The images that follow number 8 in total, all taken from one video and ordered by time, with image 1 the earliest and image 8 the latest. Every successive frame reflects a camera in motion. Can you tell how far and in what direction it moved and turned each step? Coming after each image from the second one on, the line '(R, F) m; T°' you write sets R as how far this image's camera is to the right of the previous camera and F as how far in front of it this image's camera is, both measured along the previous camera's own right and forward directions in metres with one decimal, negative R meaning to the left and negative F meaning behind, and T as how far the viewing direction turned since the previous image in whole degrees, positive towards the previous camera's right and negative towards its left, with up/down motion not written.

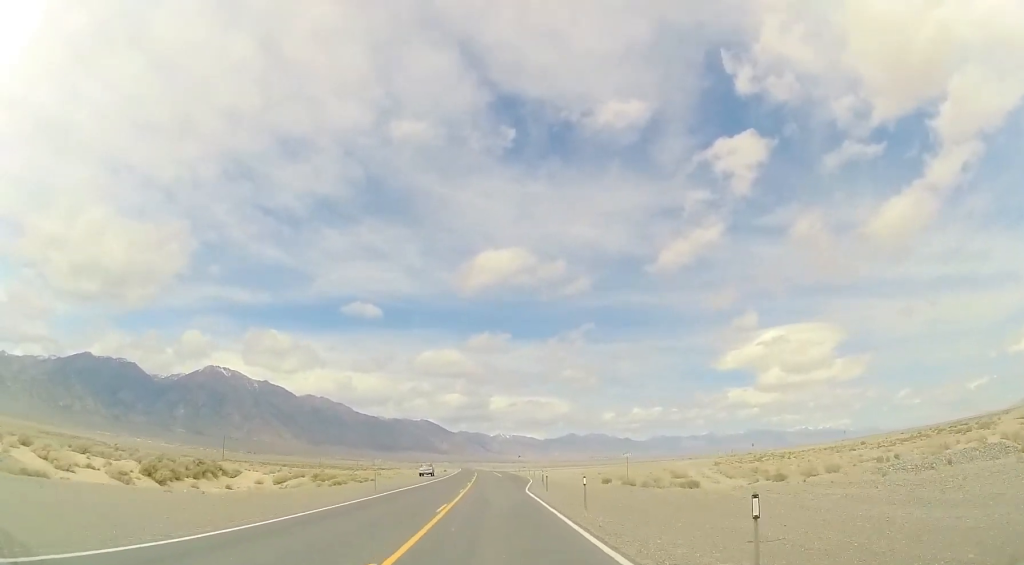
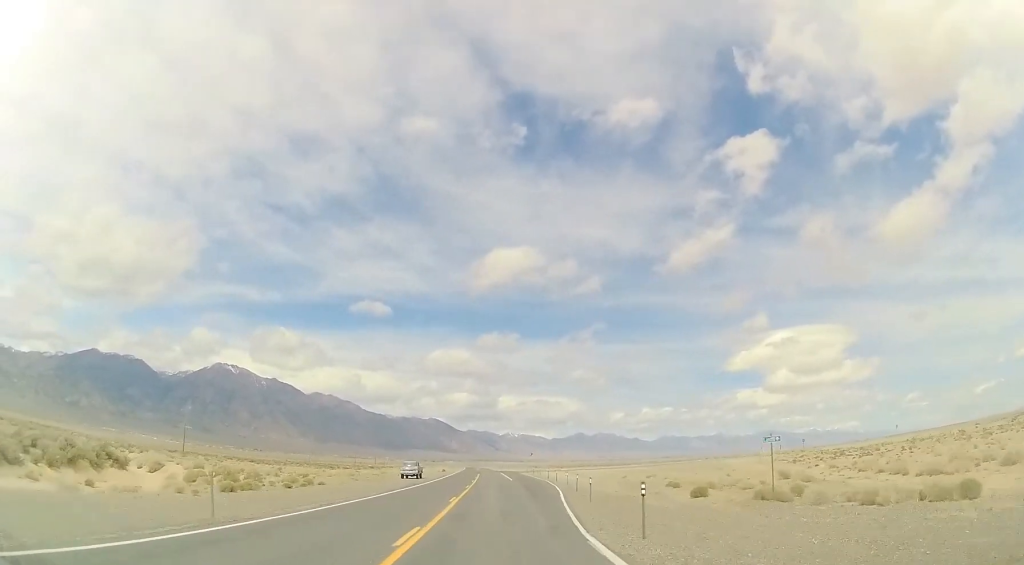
(-0.1, +21.9) m; 0°
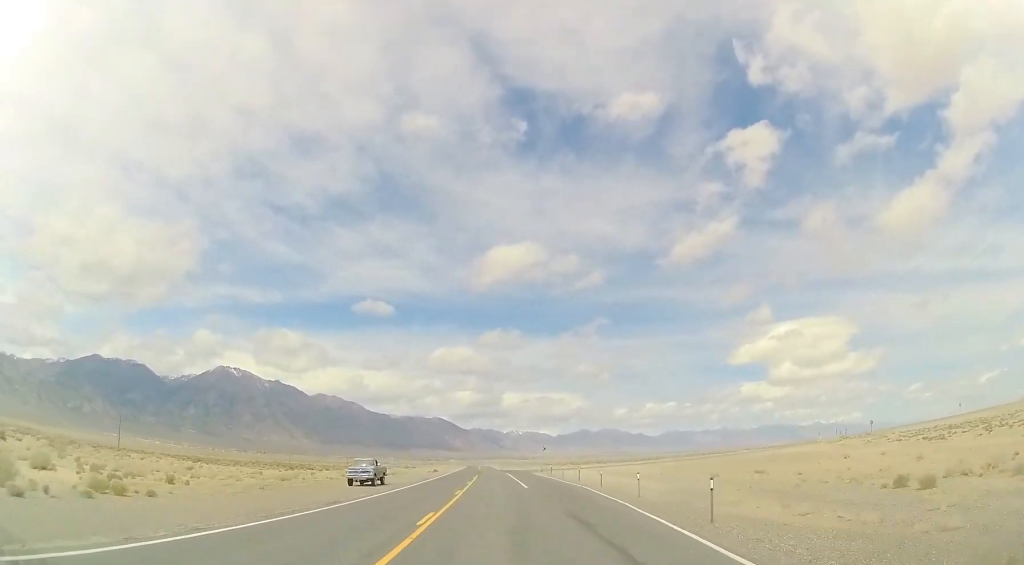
(0.0, +24.0) m; -1°
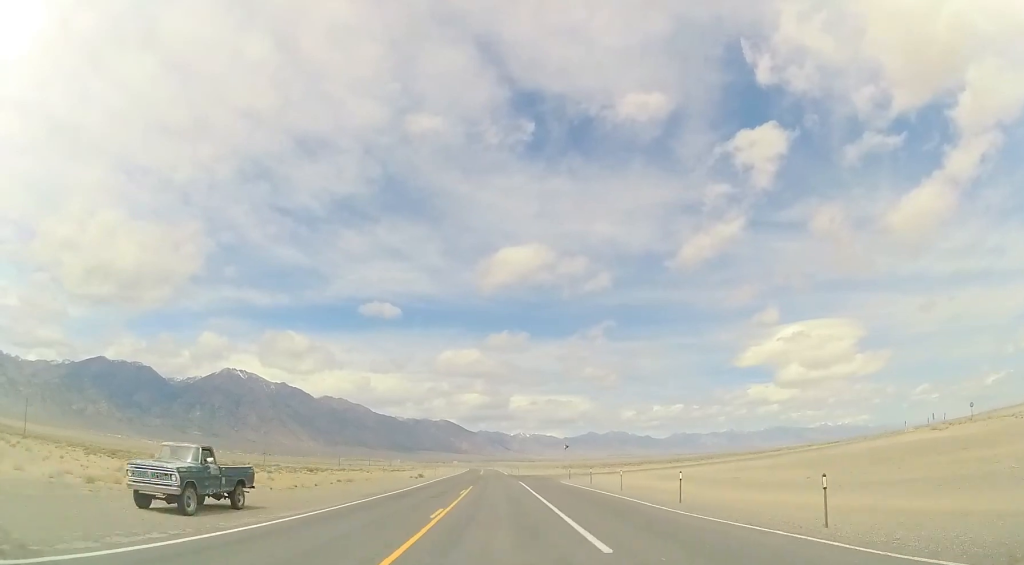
(-0.2, +25.2) m; -1°
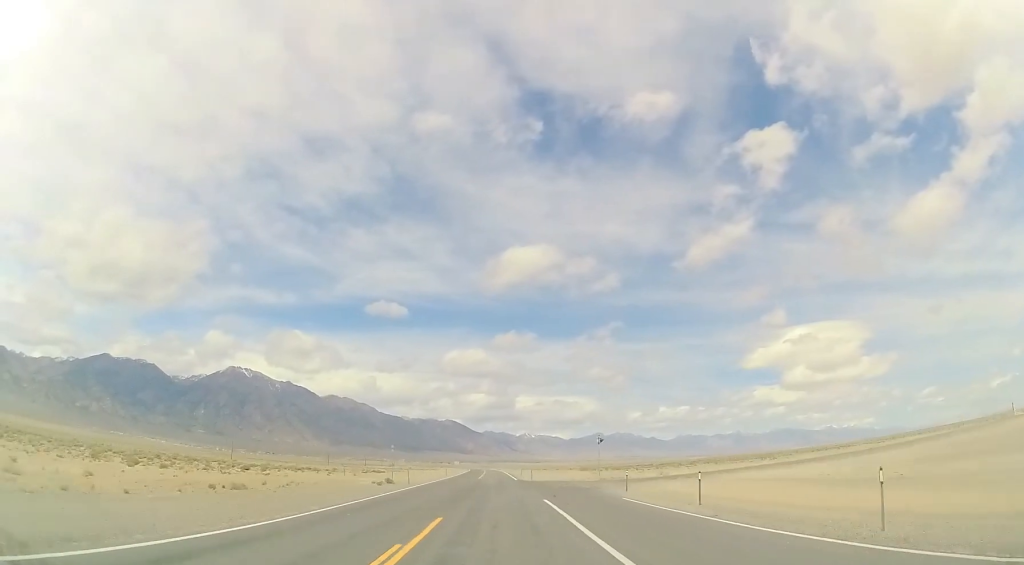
(-0.2, +23.0) m; -1°
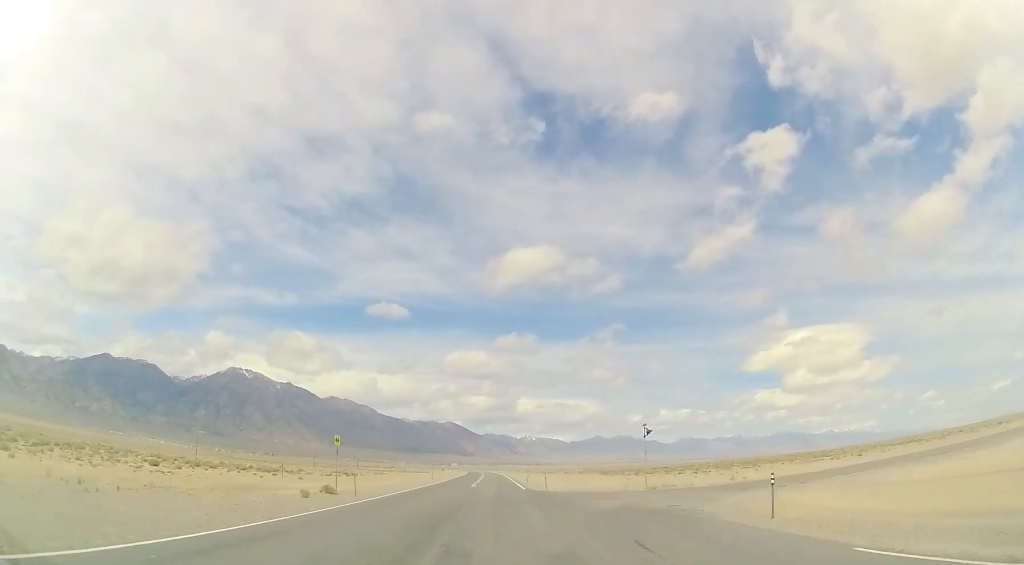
(-0.3, +17.4) m; 0°
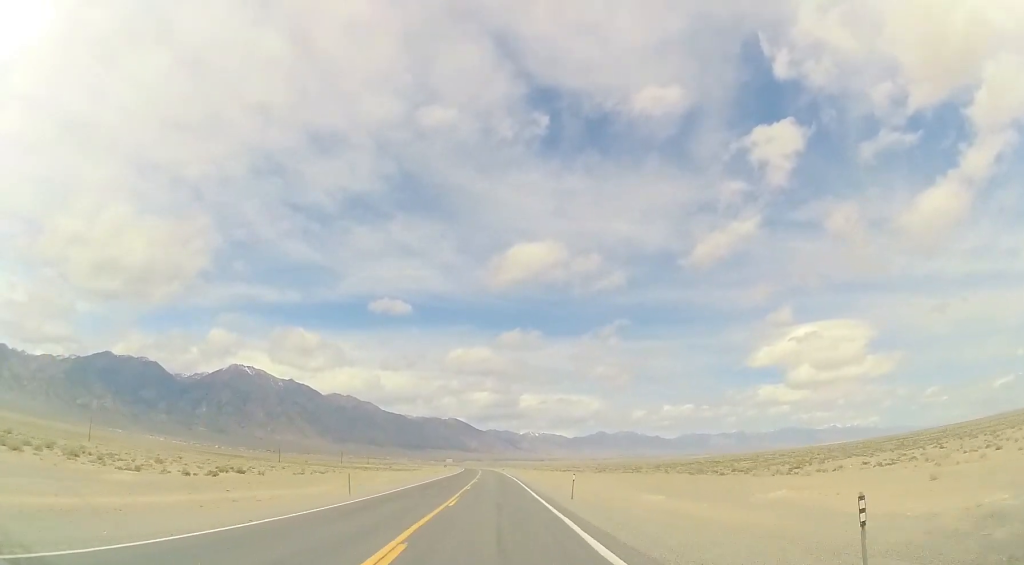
(+0.2, +36.9) m; 0°
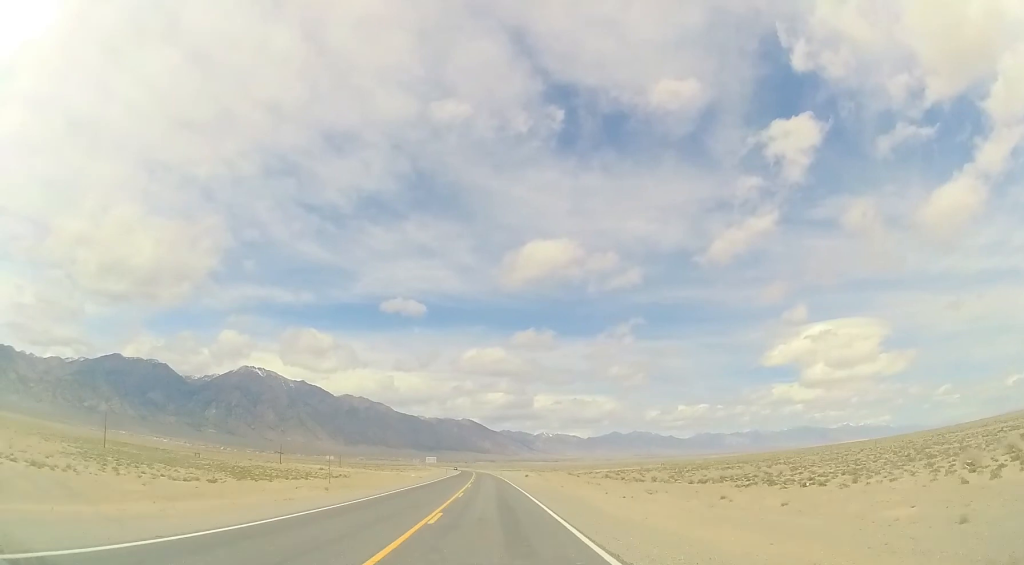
(-0.8, +88.5) m; -2°
